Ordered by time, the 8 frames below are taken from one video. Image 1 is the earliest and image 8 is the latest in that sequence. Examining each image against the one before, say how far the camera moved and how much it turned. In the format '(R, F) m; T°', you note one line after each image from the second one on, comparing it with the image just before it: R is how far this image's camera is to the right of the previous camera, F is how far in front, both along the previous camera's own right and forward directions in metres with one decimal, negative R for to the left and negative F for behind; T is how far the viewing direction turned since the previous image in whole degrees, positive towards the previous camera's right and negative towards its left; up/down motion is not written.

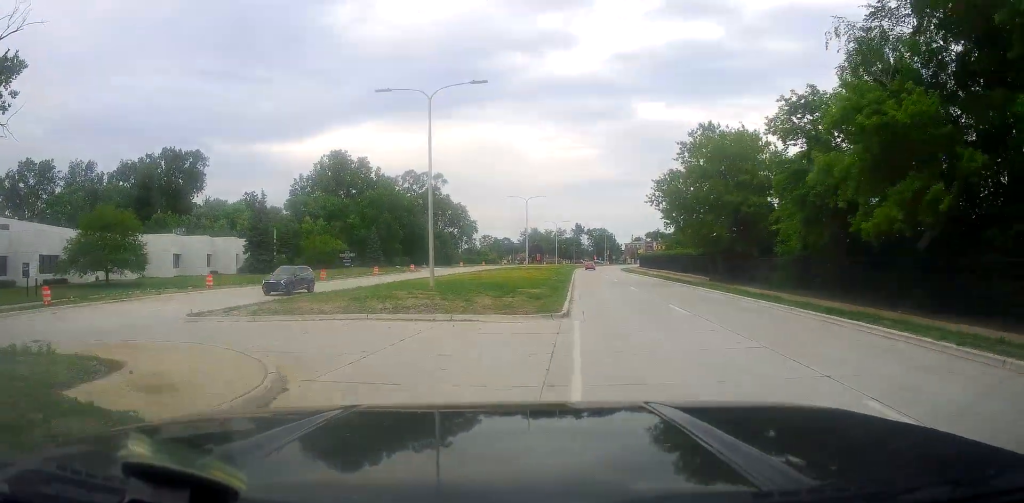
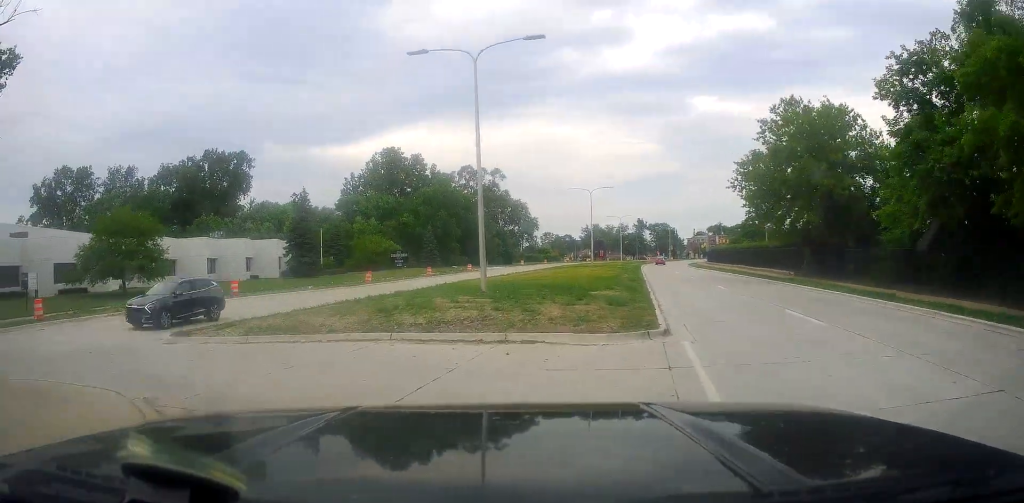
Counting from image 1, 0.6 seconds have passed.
(-0.9, +5.3) m; -6°
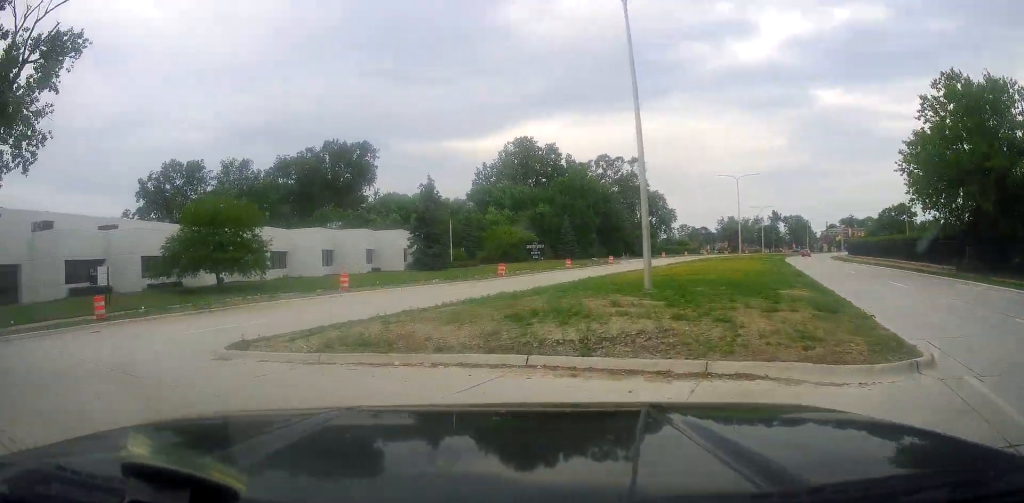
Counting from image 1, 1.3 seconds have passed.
(-0.1, +5.1) m; -11°
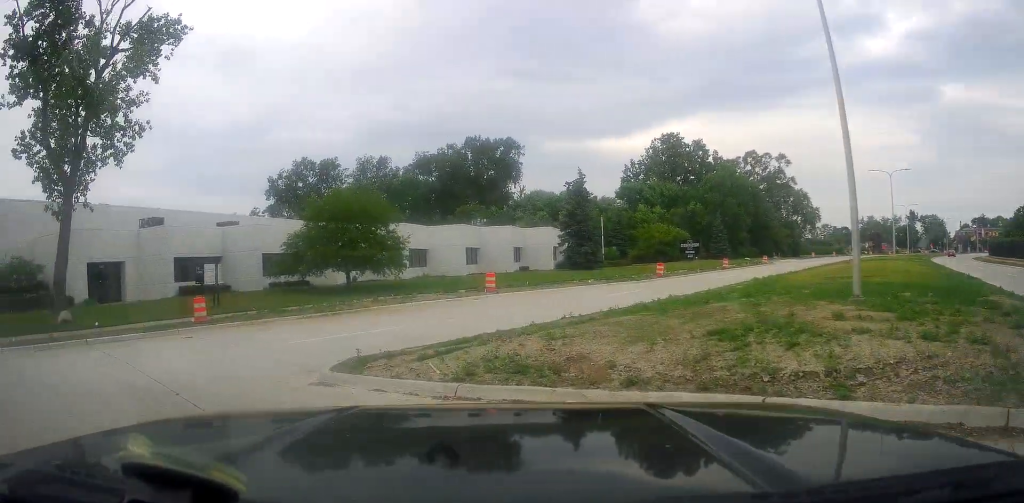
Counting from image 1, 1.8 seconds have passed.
(+0.7, +3.8) m; -10°
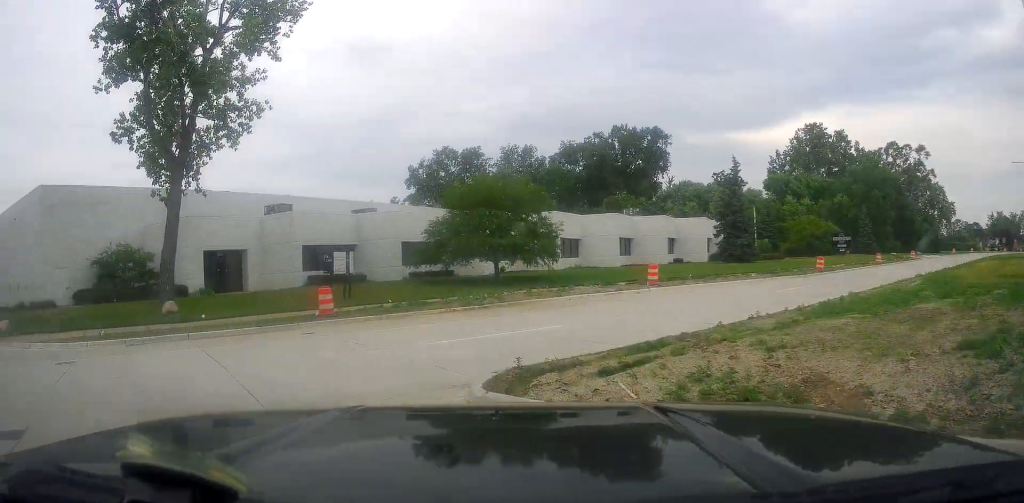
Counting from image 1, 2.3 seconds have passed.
(-1.1, +2.7) m; -13°
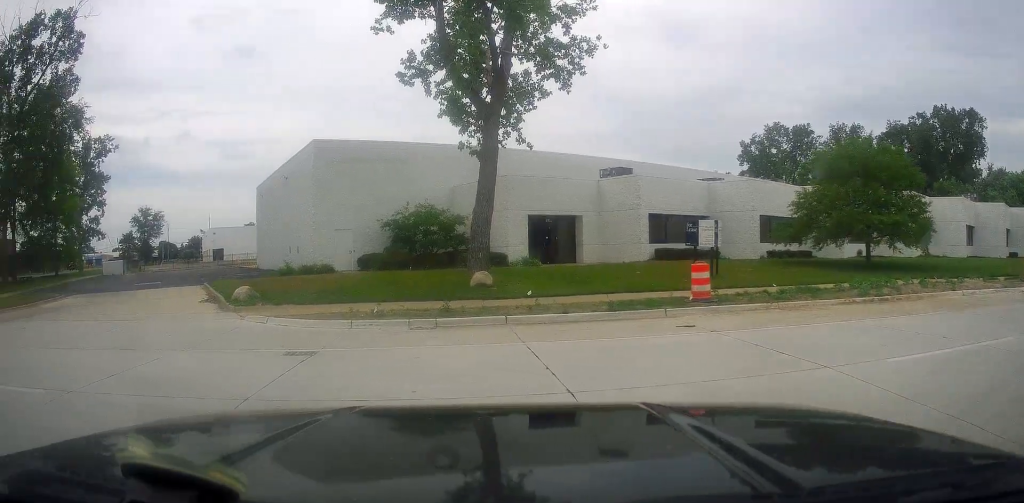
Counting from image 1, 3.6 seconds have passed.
(-2.0, +6.7) m; -34°
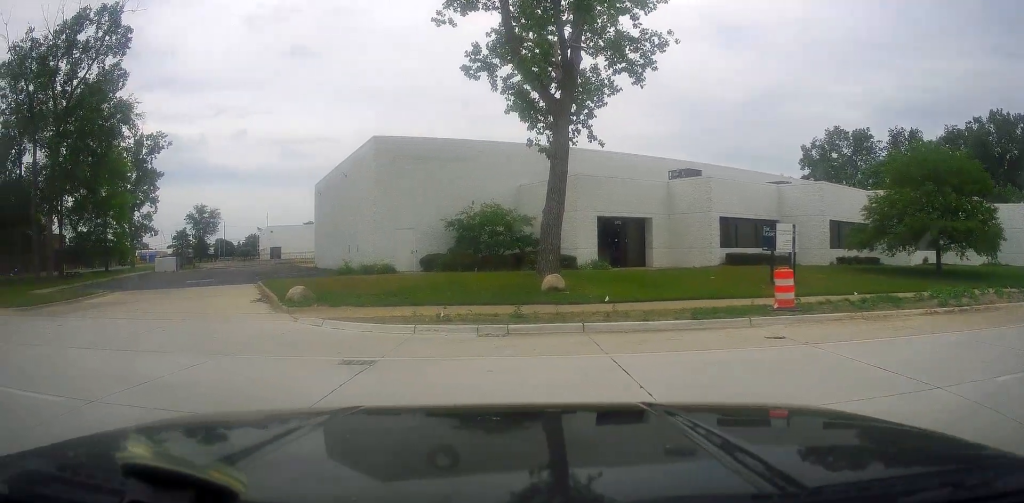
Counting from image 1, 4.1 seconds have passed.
(-0.2, +2.0) m; -14°
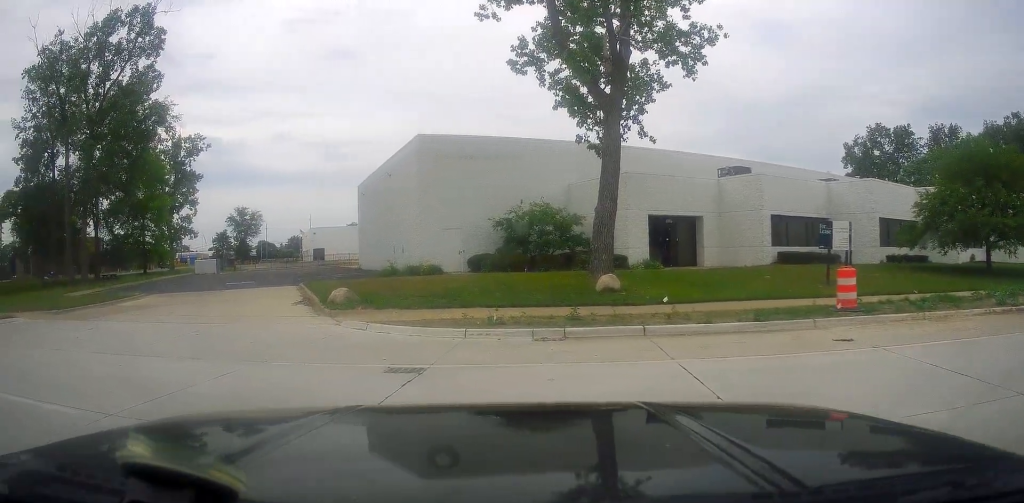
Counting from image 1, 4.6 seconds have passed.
(-0.5, +1.7) m; -14°
